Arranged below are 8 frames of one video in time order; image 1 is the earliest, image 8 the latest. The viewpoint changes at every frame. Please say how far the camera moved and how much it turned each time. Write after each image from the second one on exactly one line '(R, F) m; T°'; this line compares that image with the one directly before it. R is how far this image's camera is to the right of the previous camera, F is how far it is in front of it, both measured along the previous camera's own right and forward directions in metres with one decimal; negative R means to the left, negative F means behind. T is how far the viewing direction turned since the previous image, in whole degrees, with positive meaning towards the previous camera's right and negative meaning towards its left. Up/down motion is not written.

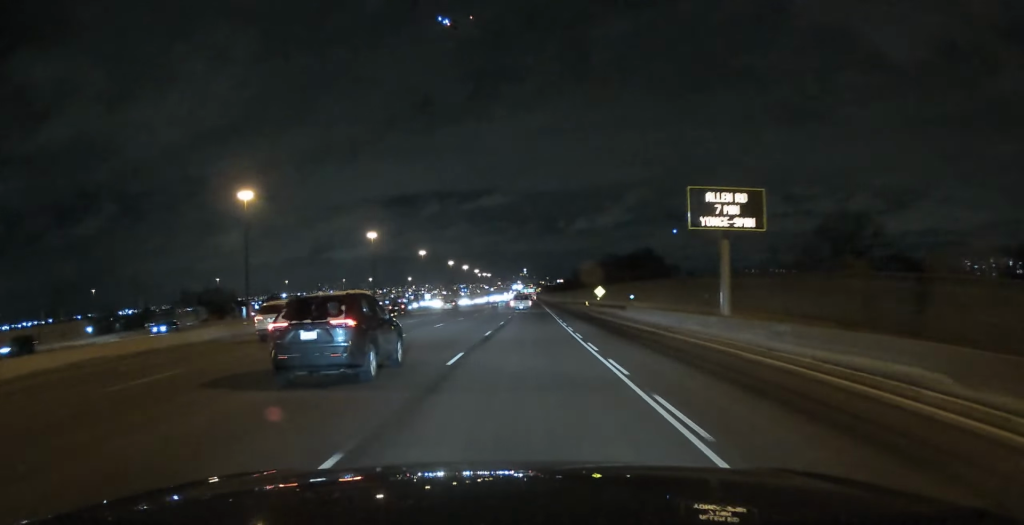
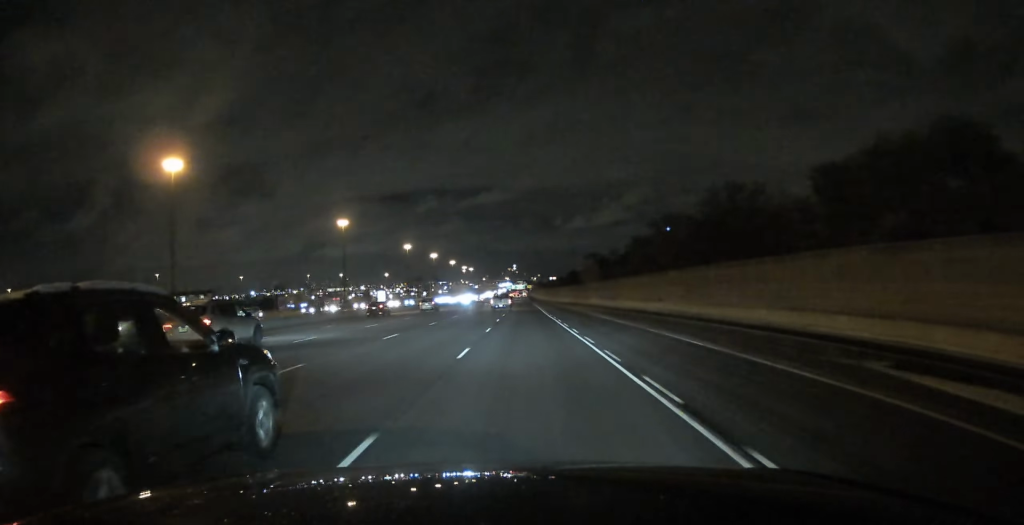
(+2.6, +144.0) m; +1°
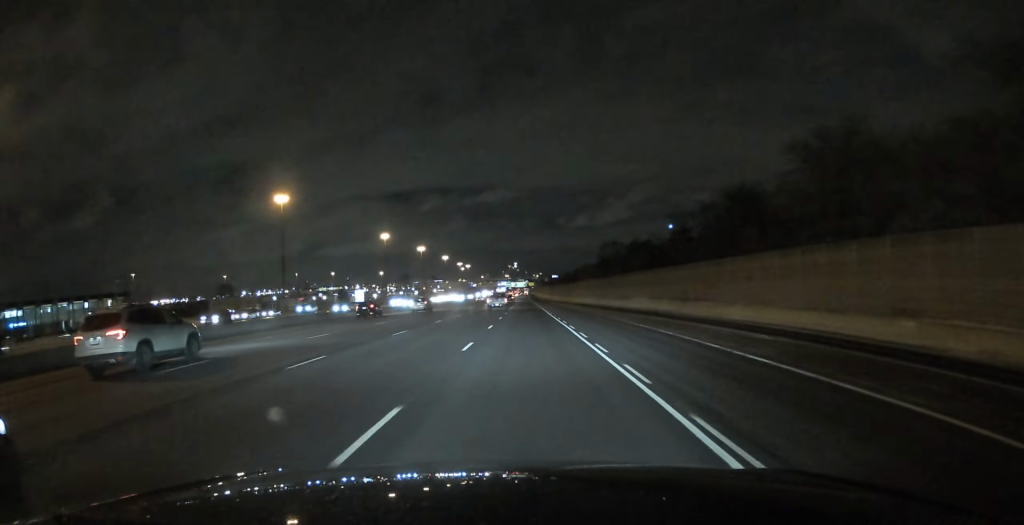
(-0.1, +58.9) m; 0°
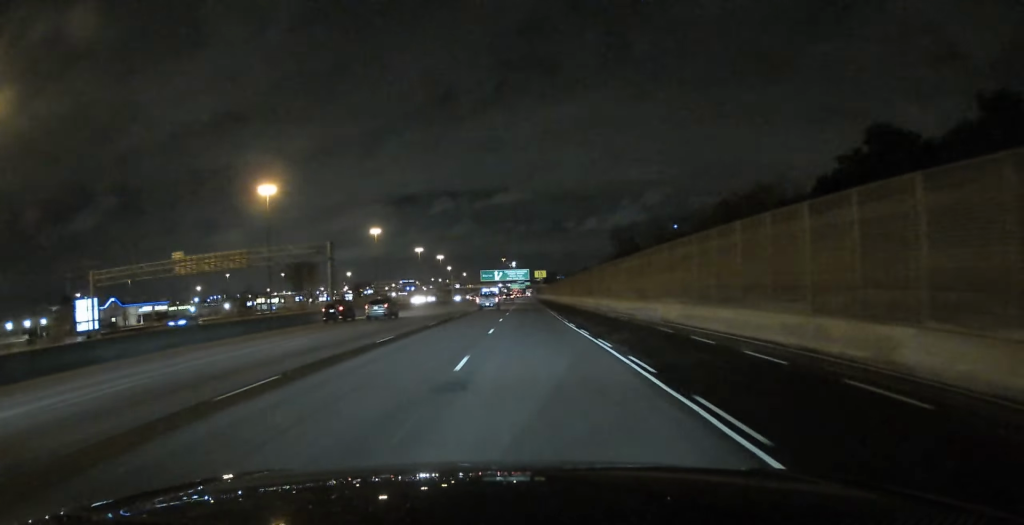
(+0.2, +236.4) m; 0°
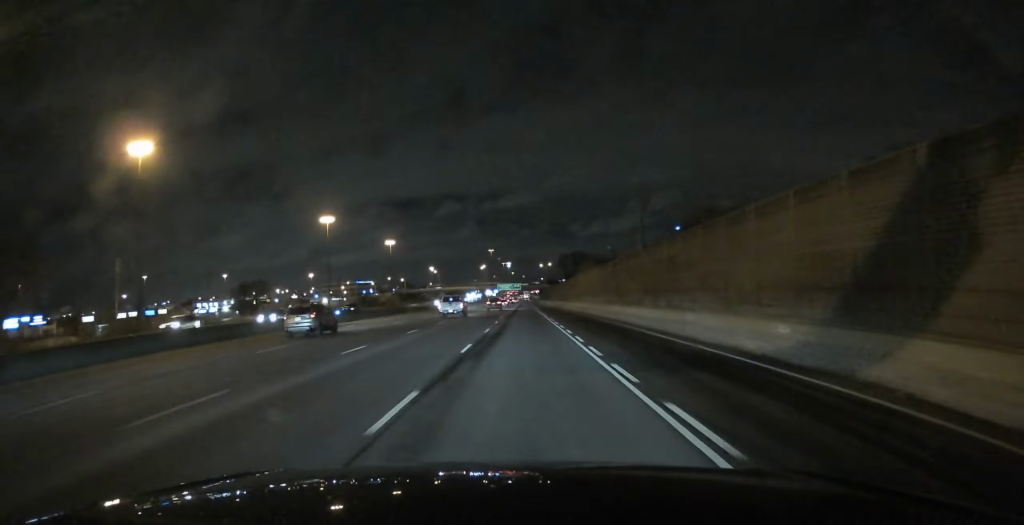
(+0.3, +170.7) m; 0°
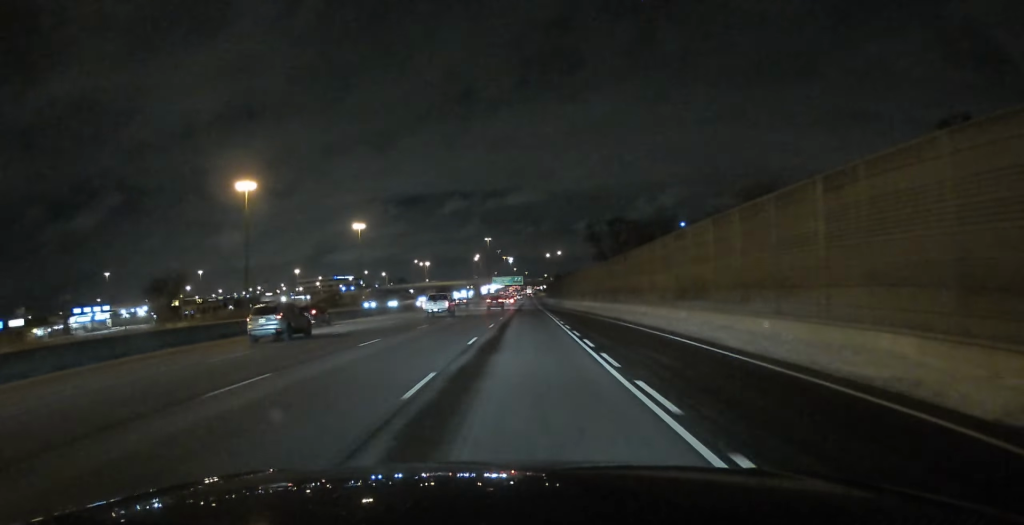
(+0.4, +65.2) m; 0°
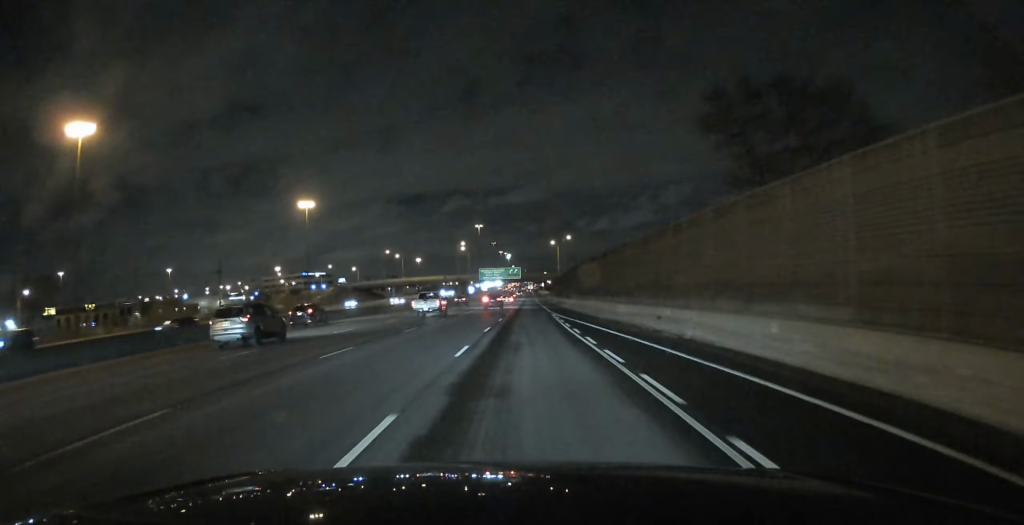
(-0.3, +61.0) m; 0°
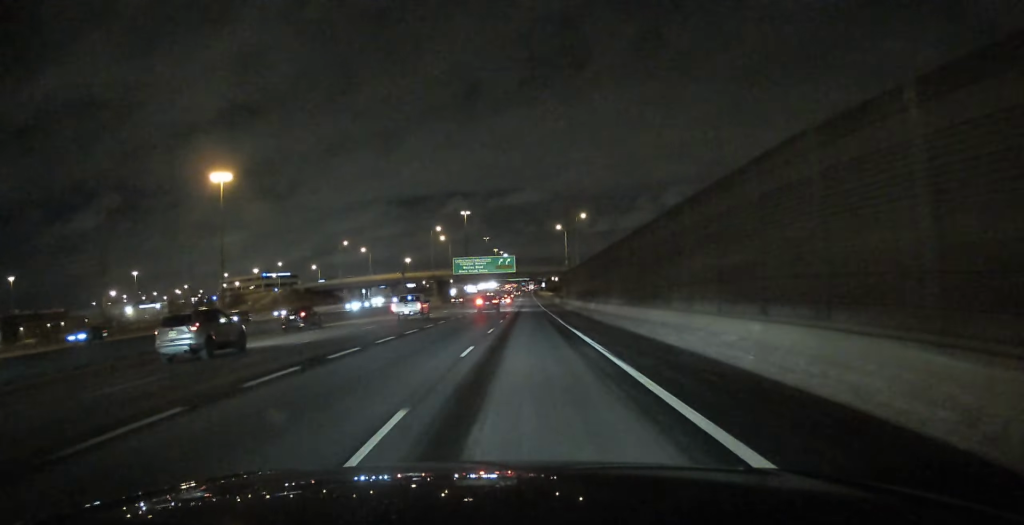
(-0.2, +55.7) m; 0°
